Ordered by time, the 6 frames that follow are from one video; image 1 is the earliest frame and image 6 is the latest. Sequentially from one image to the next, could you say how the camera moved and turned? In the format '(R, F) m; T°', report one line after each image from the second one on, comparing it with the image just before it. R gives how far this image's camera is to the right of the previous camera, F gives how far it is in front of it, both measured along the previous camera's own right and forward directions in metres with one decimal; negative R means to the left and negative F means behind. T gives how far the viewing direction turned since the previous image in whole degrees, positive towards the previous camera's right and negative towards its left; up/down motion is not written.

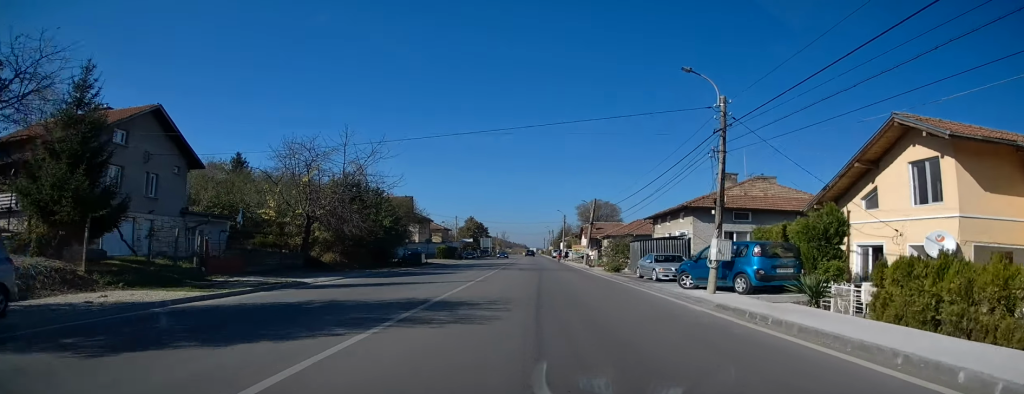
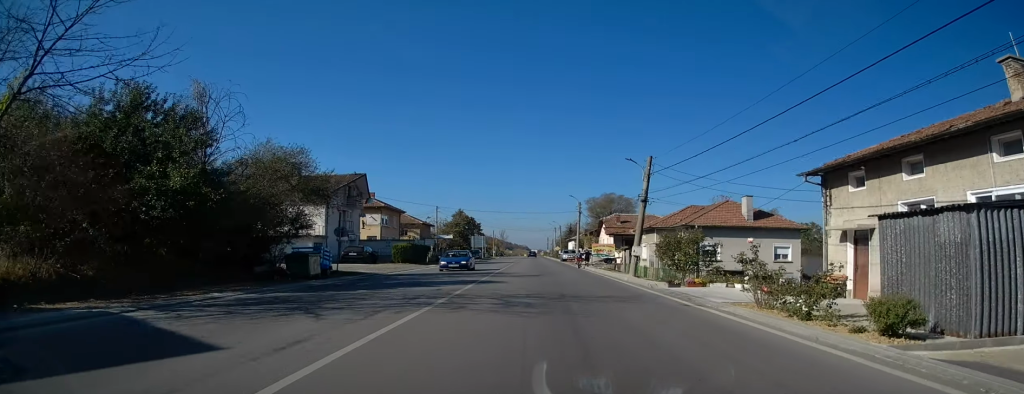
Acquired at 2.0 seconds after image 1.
(+0.2, +23.4) m; +1°
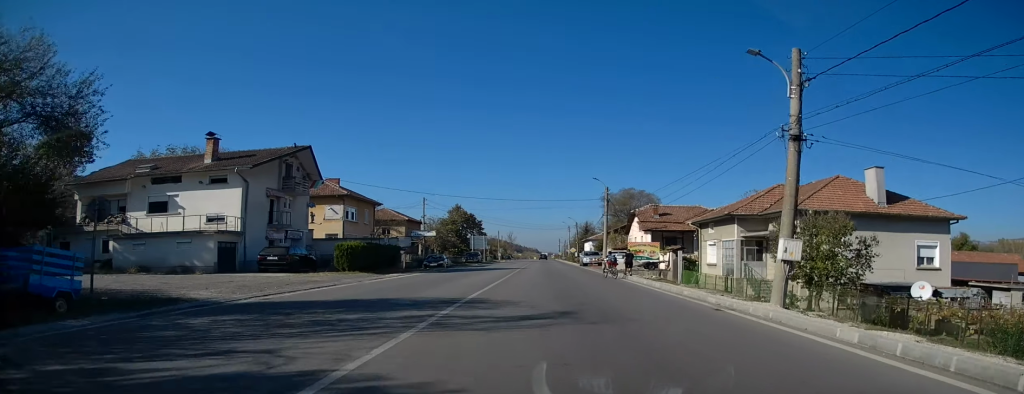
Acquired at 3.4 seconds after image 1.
(-0.3, +16.5) m; -2°
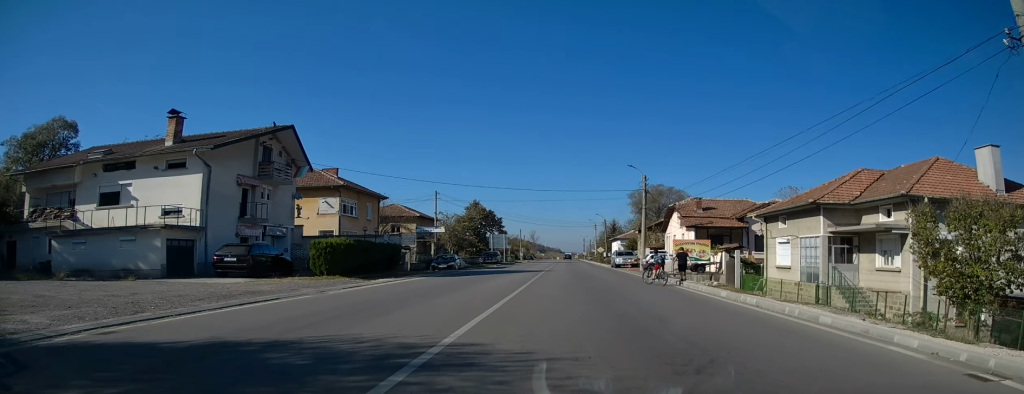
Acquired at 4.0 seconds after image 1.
(0.0, +6.7) m; 0°
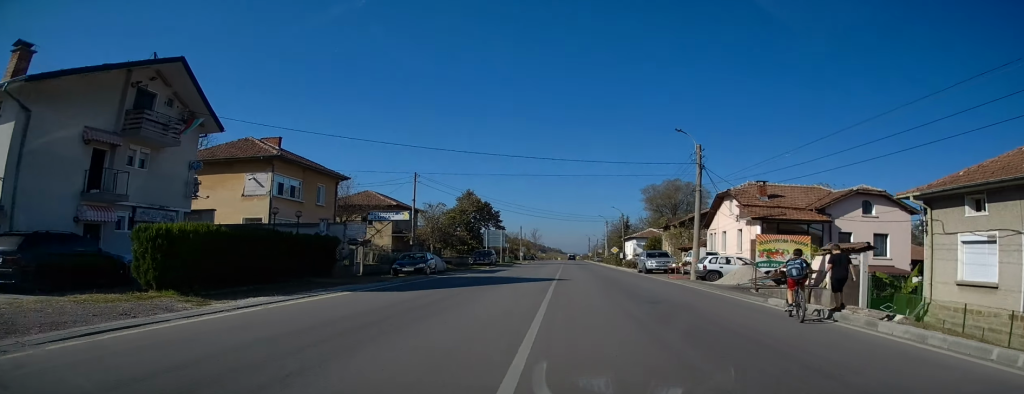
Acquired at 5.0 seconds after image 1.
(0.0, +12.1) m; -1°
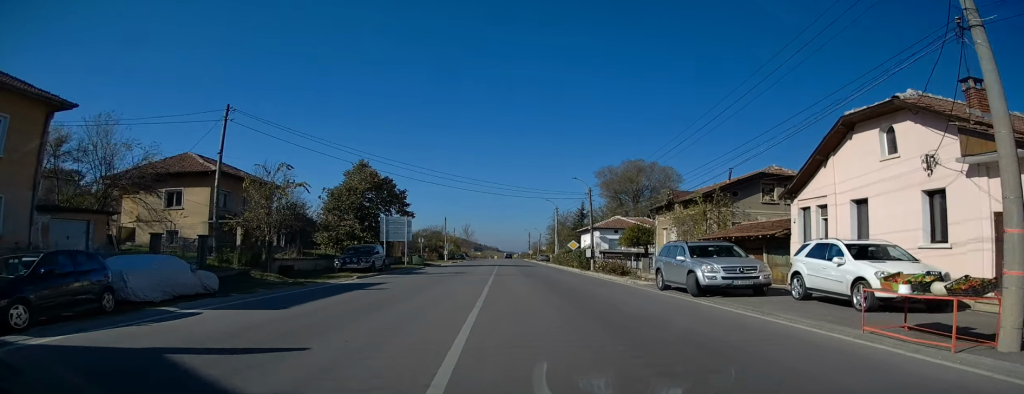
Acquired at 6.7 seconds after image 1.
(-0.1, +21.2) m; +2°
